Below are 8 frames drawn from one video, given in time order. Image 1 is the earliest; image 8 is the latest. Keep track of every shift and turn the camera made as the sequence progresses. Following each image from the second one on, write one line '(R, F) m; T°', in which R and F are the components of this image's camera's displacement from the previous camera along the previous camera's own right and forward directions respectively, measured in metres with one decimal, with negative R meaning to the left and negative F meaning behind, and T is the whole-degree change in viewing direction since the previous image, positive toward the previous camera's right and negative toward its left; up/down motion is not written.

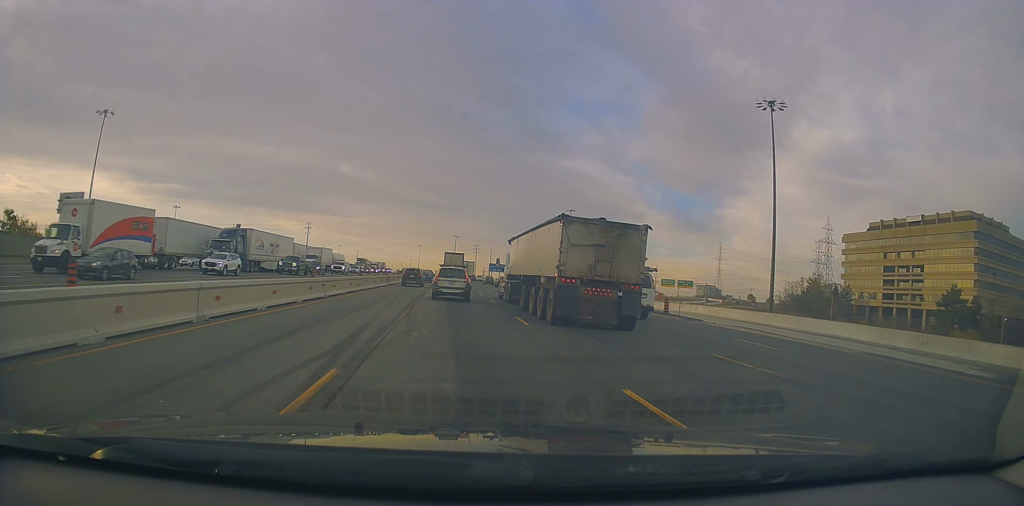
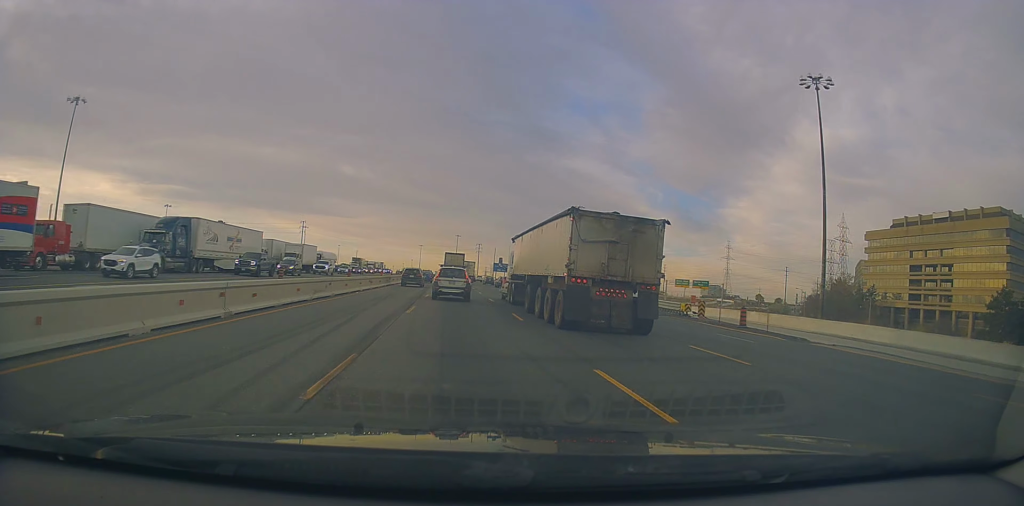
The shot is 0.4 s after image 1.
(-0.1, +10.7) m; 0°
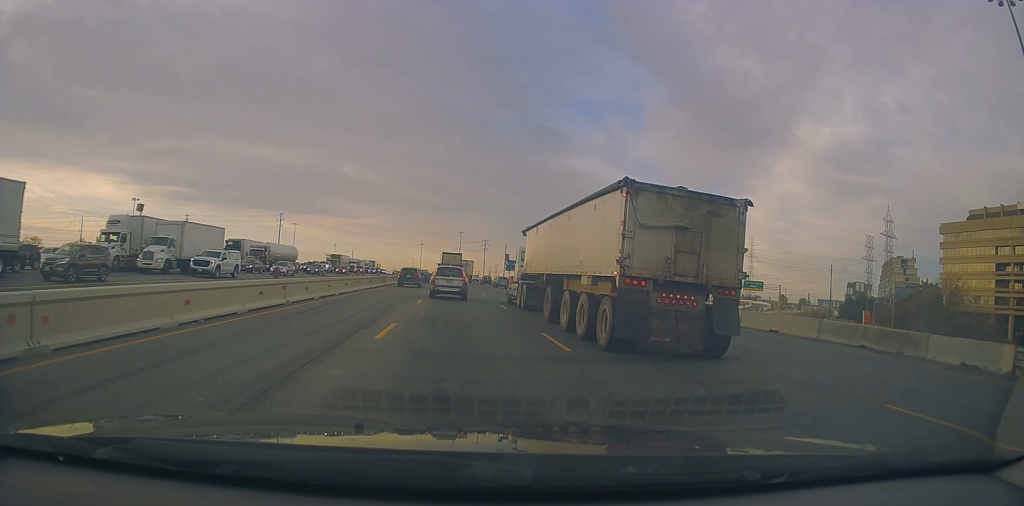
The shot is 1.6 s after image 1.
(0.0, +30.4) m; +1°
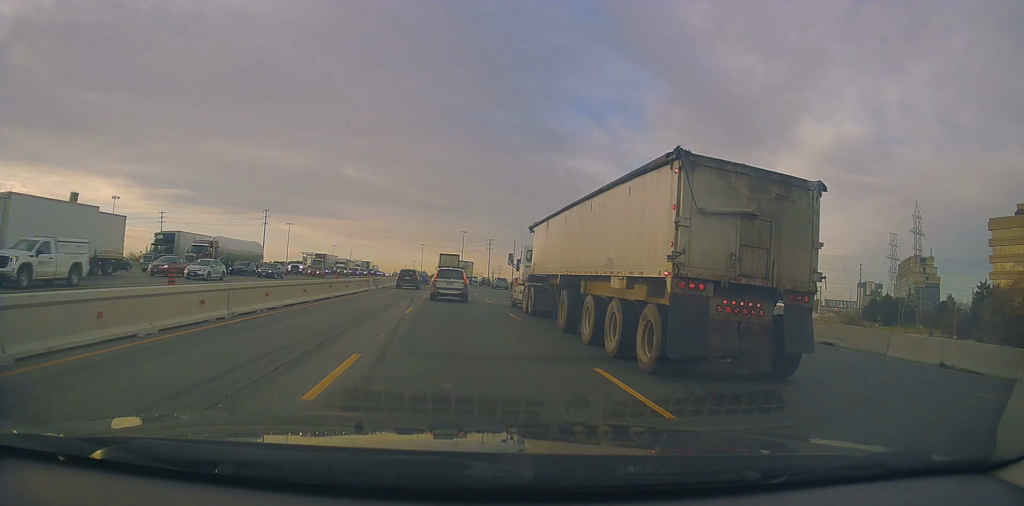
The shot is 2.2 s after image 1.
(+0.2, +16.5) m; 0°
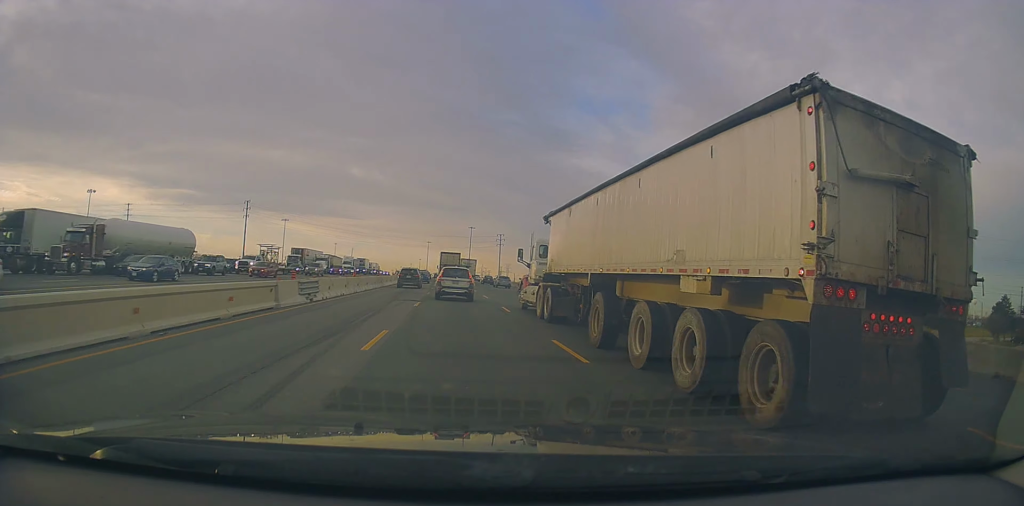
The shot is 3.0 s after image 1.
(-0.1, +20.2) m; -1°
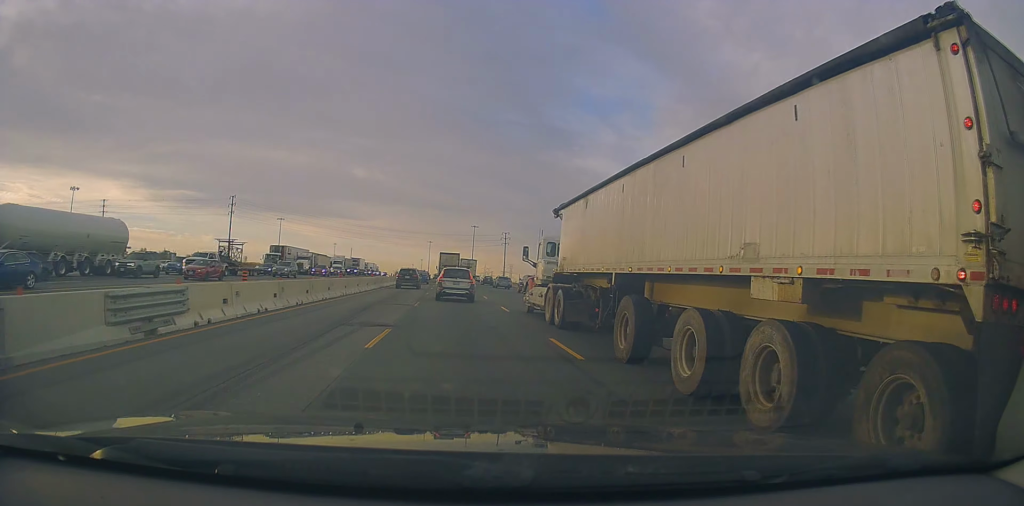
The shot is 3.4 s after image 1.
(-0.2, +11.4) m; 0°
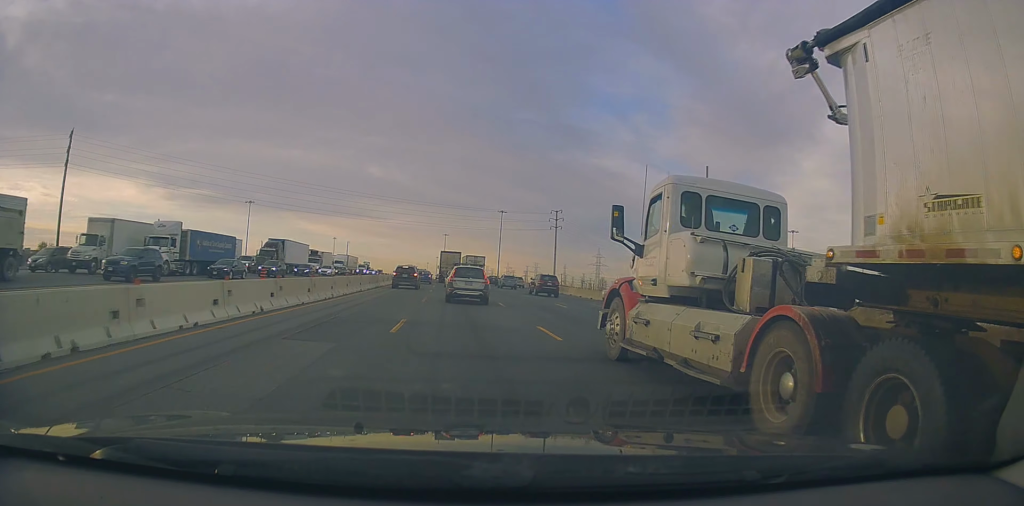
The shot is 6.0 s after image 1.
(-1.0, +69.3) m; -2°
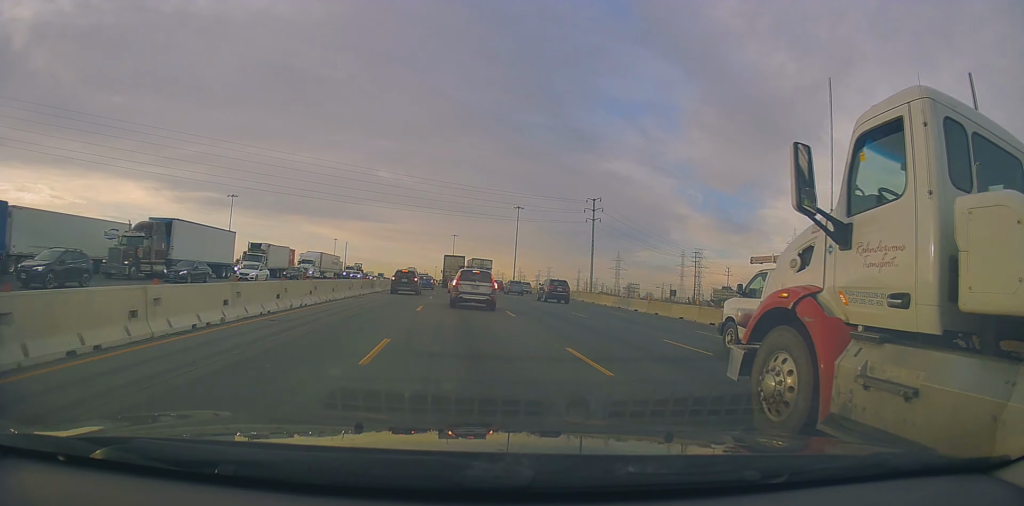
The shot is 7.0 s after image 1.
(-0.2, +28.2) m; -1°
